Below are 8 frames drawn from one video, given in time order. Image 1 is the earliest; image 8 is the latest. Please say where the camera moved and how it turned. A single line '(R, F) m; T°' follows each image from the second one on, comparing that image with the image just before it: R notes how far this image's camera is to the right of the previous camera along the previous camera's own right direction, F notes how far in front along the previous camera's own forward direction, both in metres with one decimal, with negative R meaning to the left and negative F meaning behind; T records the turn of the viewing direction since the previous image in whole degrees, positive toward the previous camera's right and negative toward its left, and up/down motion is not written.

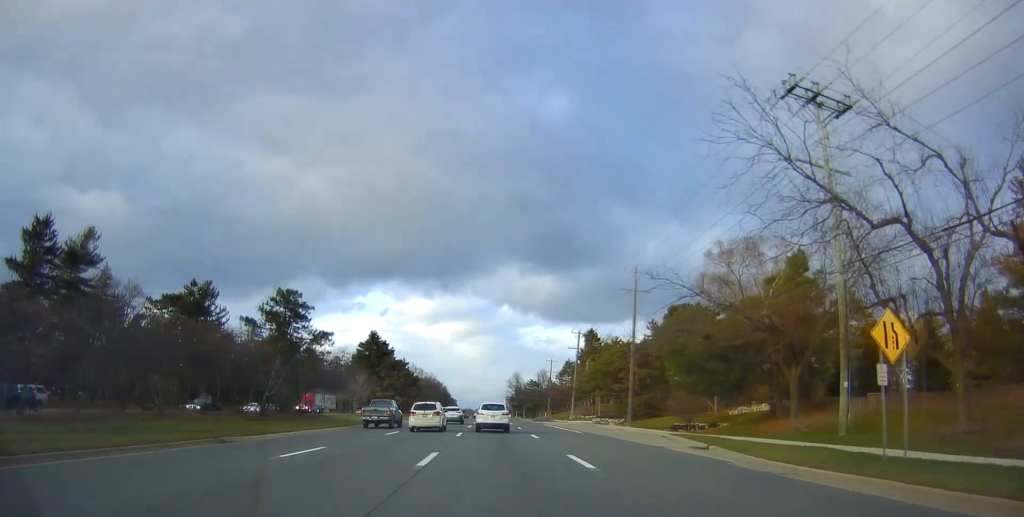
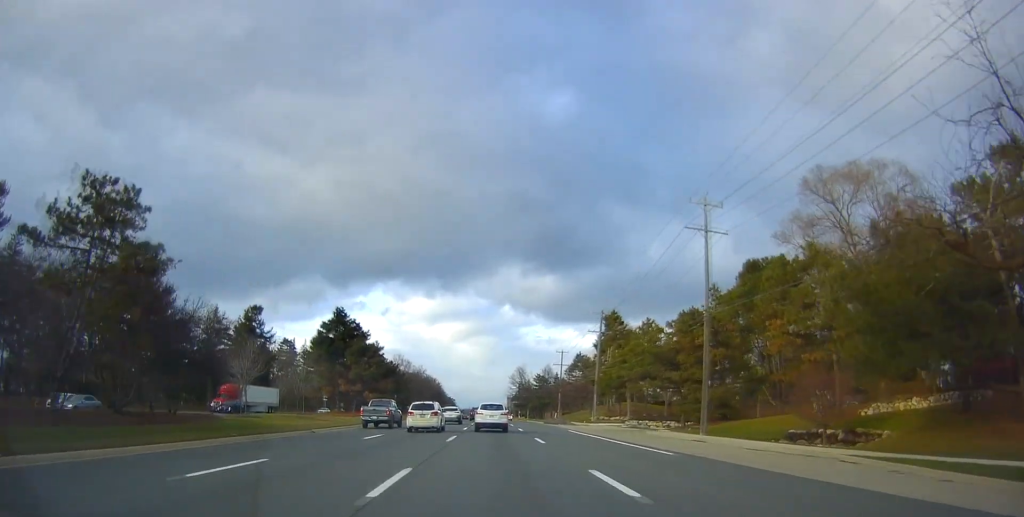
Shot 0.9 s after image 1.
(-0.1, +20.7) m; 0°
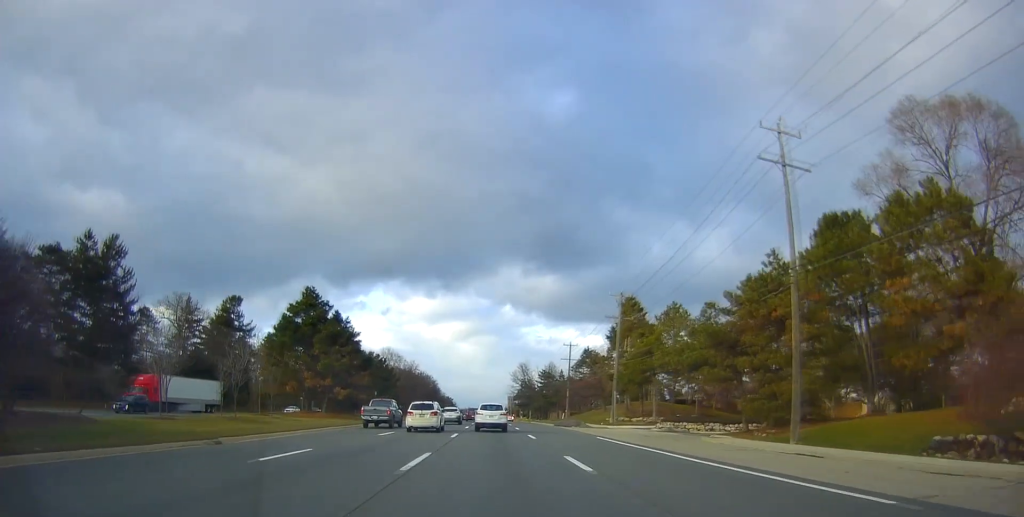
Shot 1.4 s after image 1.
(+0.1, +12.1) m; +1°
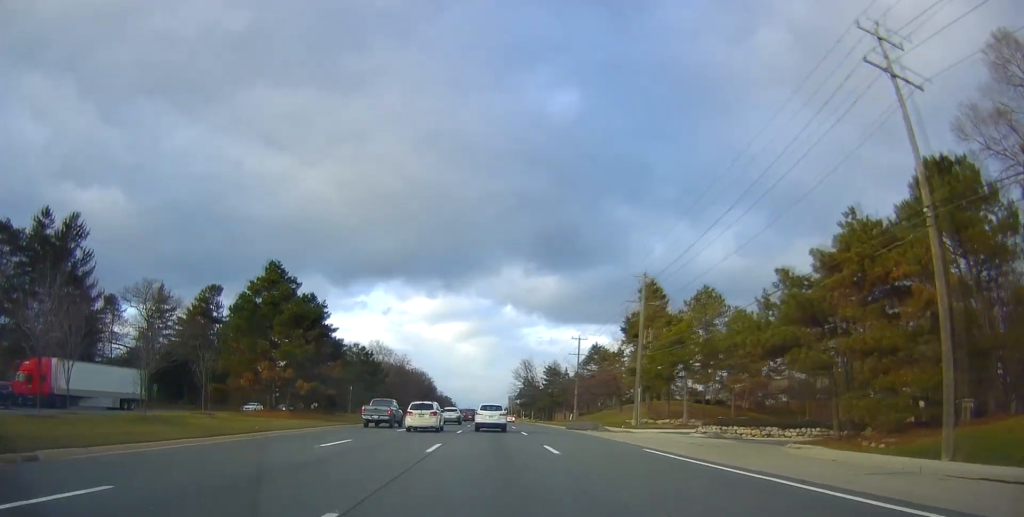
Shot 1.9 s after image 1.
(0.0, +10.2) m; -1°
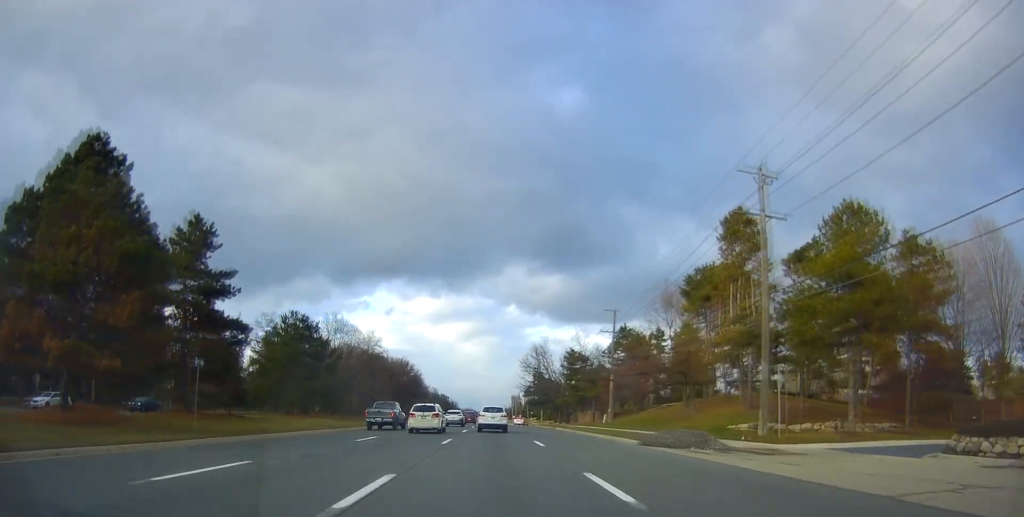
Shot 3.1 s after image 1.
(-0.6, +25.6) m; -1°
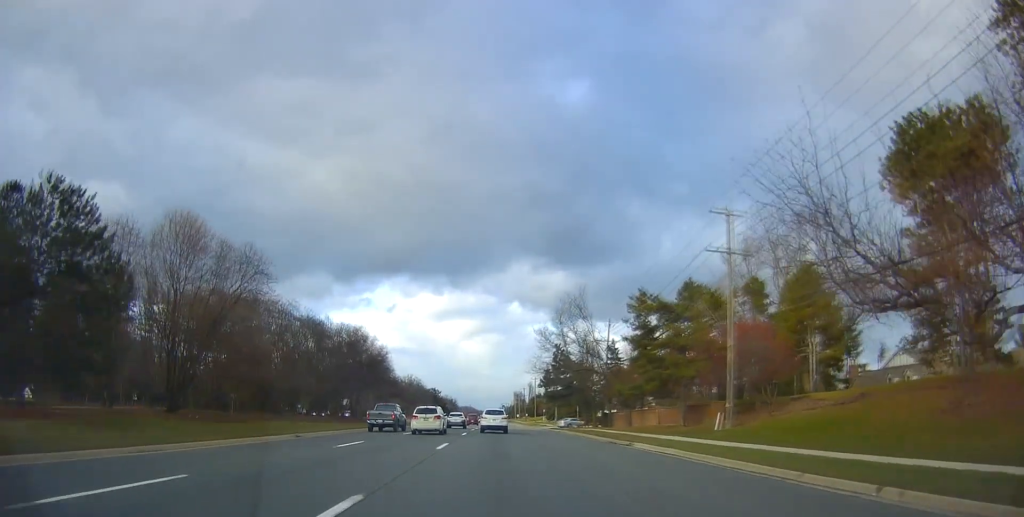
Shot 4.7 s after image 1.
(+0.6, +33.8) m; +2°
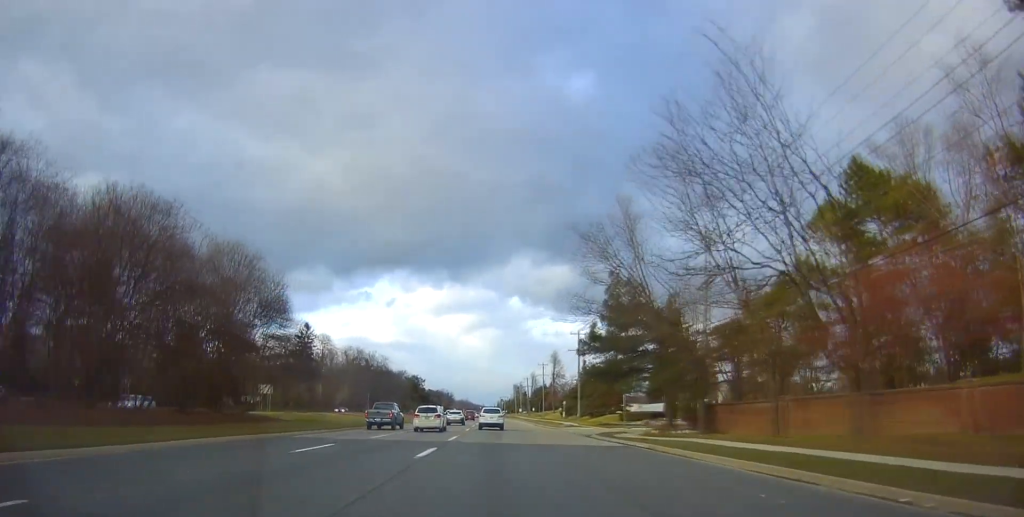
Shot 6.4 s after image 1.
(-0.6, +34.8) m; -1°
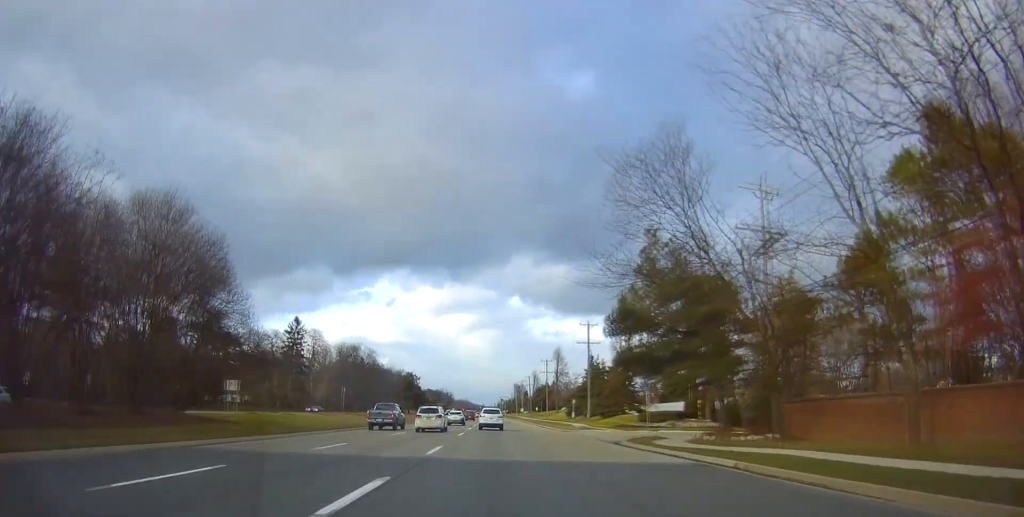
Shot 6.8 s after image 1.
(+0.1, +9.0) m; 0°
